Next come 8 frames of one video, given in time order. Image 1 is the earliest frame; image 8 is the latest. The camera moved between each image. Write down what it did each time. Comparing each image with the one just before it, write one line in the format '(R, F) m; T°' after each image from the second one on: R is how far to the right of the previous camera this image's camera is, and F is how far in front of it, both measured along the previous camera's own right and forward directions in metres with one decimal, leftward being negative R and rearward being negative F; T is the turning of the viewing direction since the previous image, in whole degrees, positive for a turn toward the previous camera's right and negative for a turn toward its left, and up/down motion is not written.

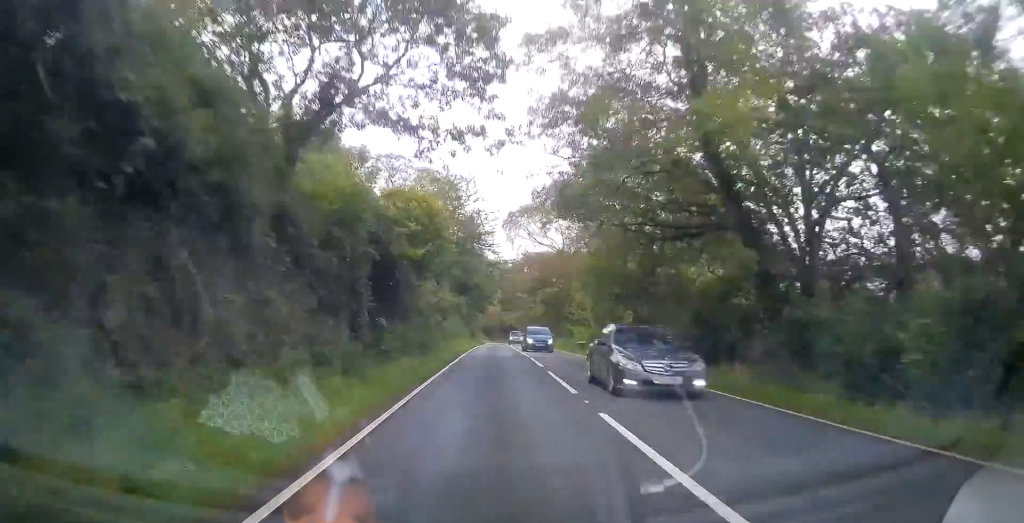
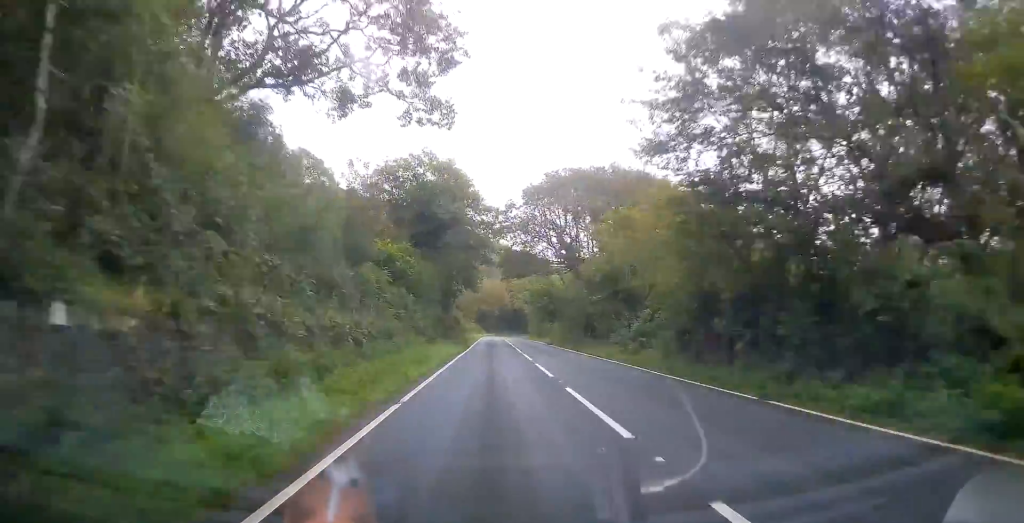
(-0.8, +49.4) m; 0°
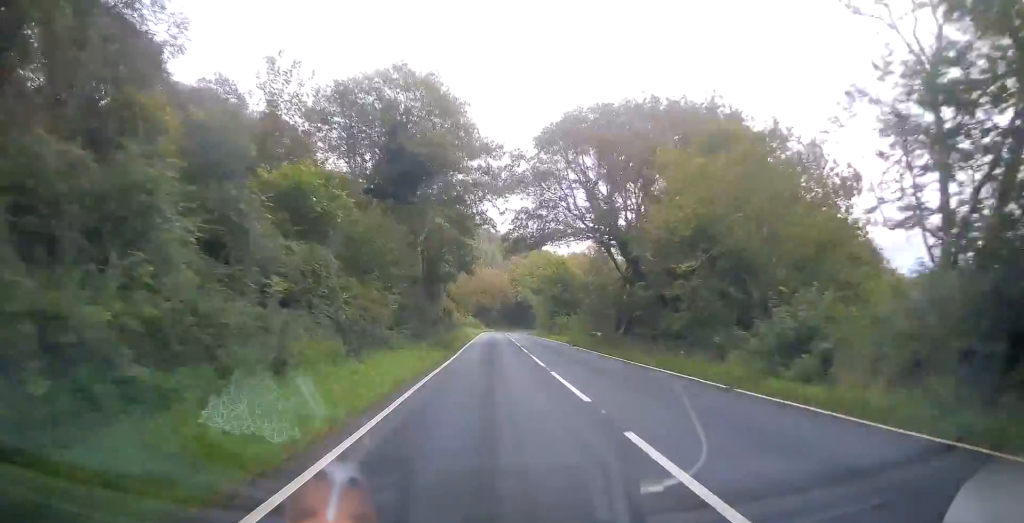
(+0.1, +14.9) m; +1°
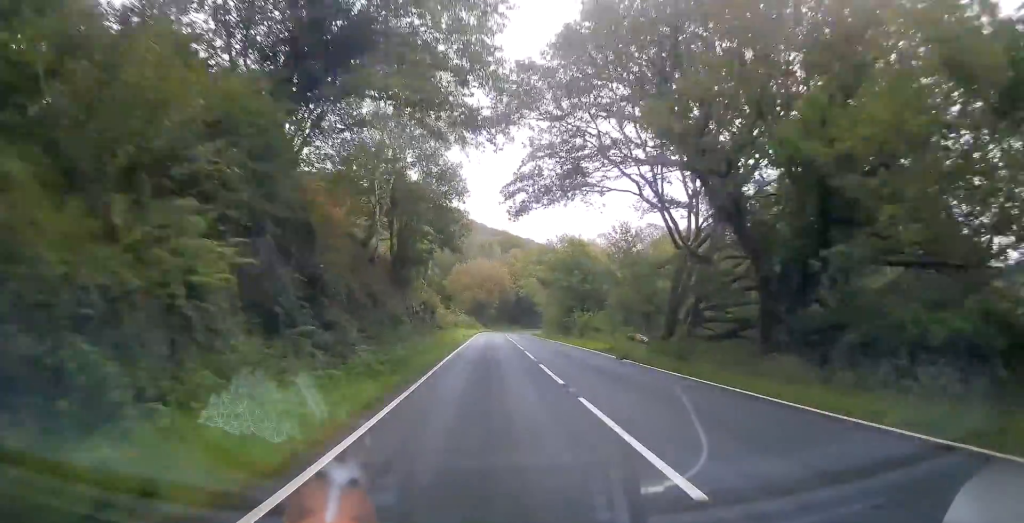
(+0.1, +15.0) m; 0°
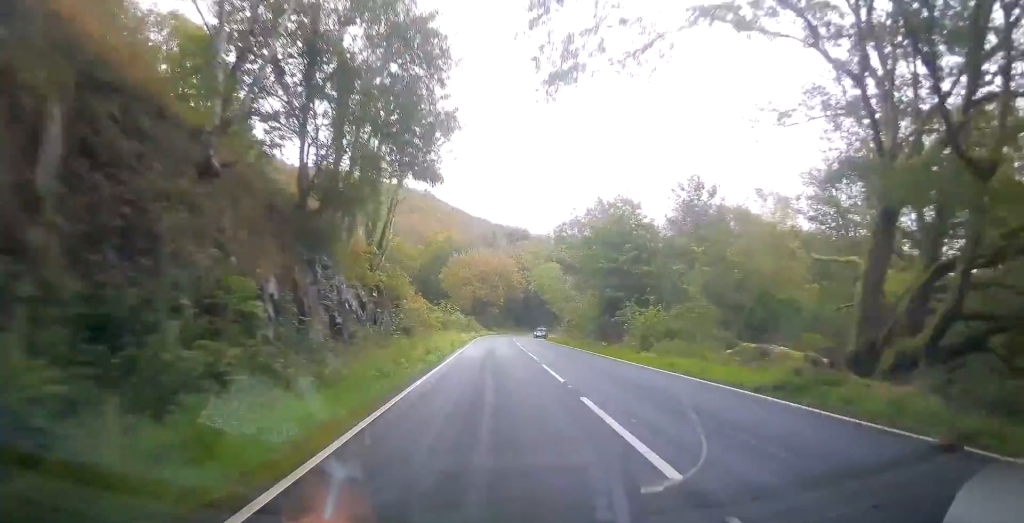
(0.0, +17.3) m; +2°
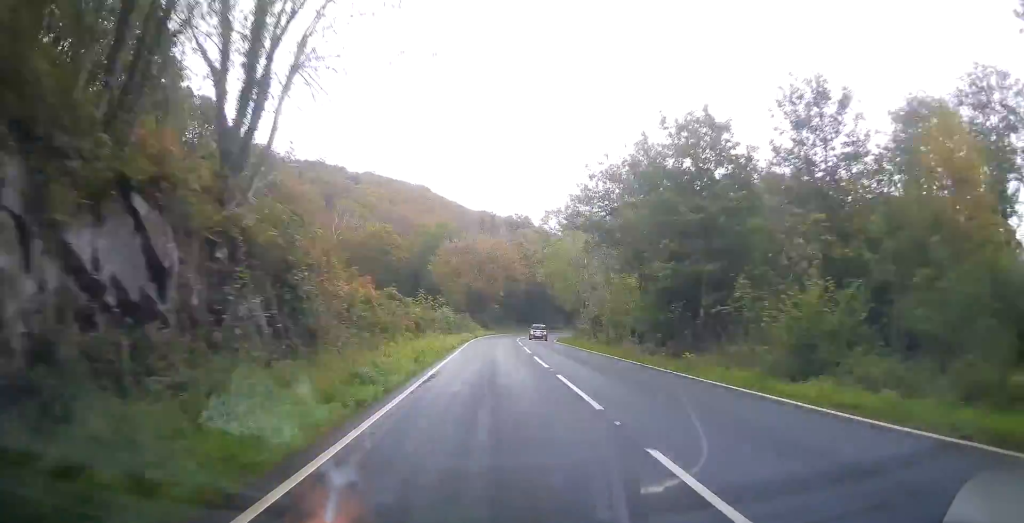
(+0.3, +13.4) m; +1°
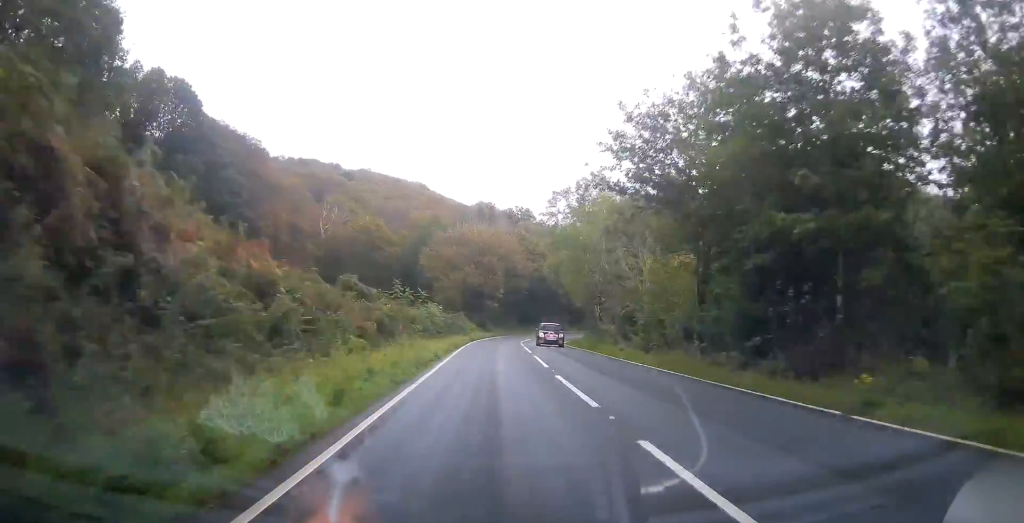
(+0.3, +8.6) m; 0°
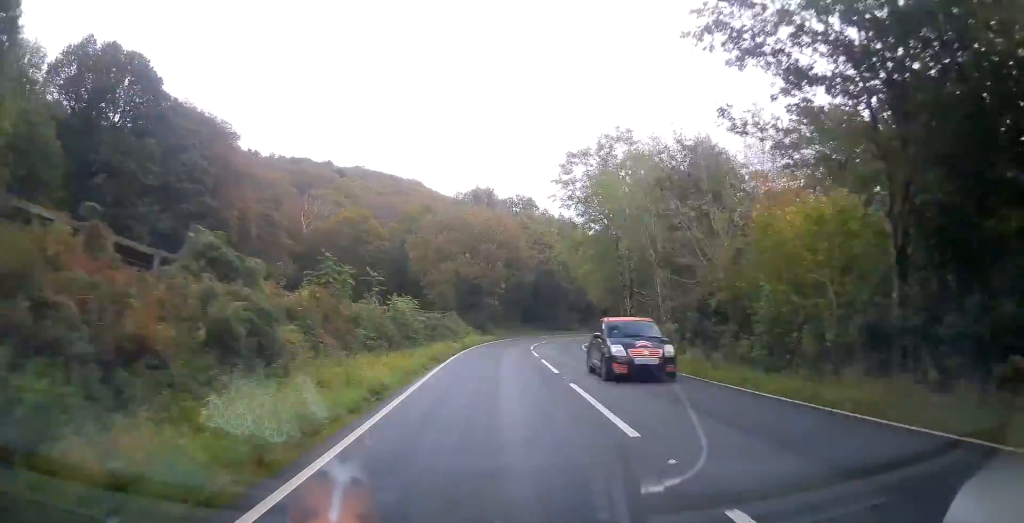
(-0.2, +11.2) m; -1°
